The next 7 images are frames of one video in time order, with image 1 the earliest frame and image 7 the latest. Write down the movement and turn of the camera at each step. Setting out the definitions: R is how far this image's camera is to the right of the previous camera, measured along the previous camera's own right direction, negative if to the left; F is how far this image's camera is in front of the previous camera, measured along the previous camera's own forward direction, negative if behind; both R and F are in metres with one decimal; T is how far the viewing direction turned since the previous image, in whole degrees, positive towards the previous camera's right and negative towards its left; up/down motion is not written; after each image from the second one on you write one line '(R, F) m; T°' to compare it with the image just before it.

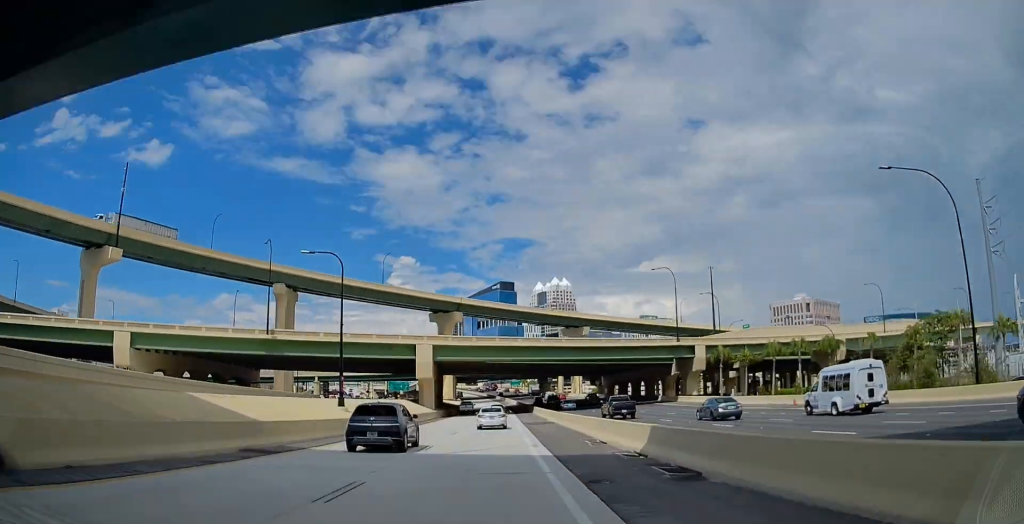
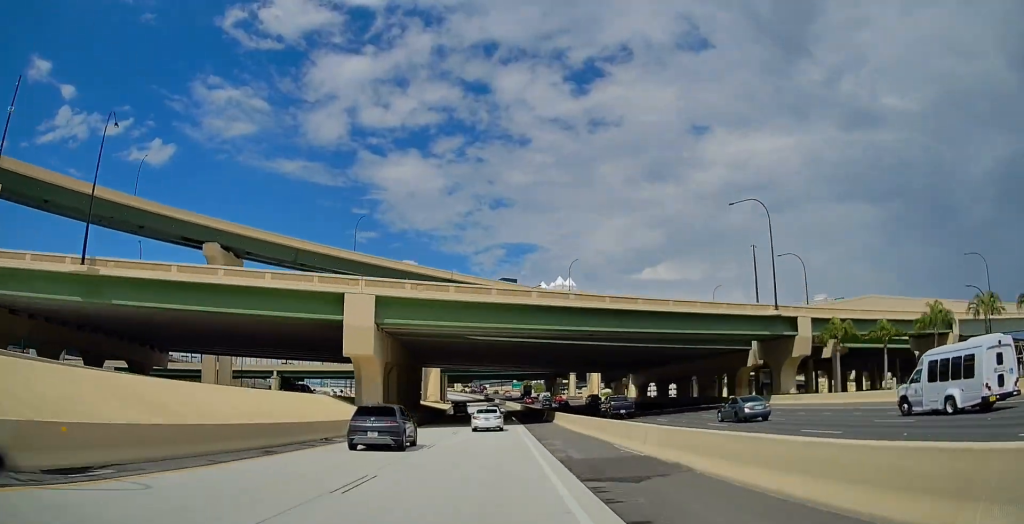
(0.0, +35.1) m; 0°
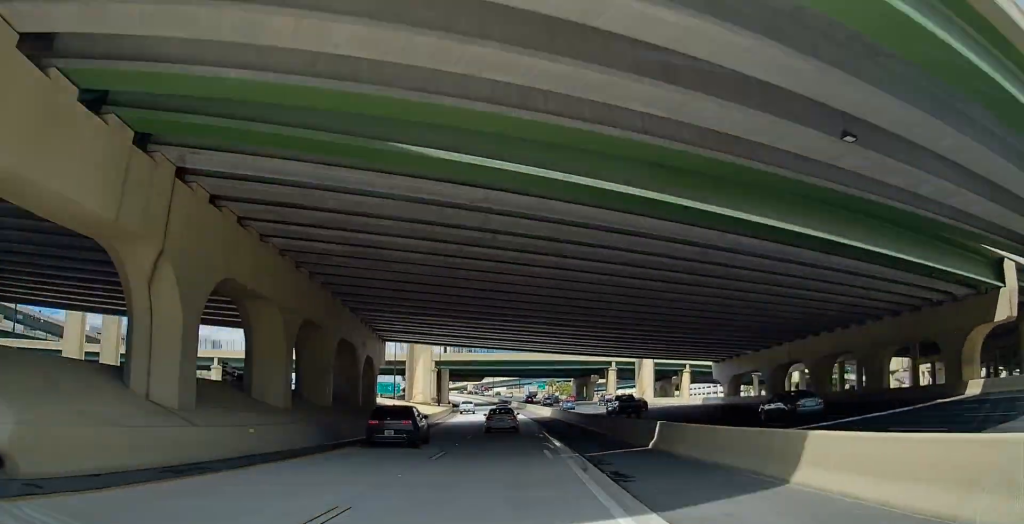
(0.0, +41.1) m; -1°
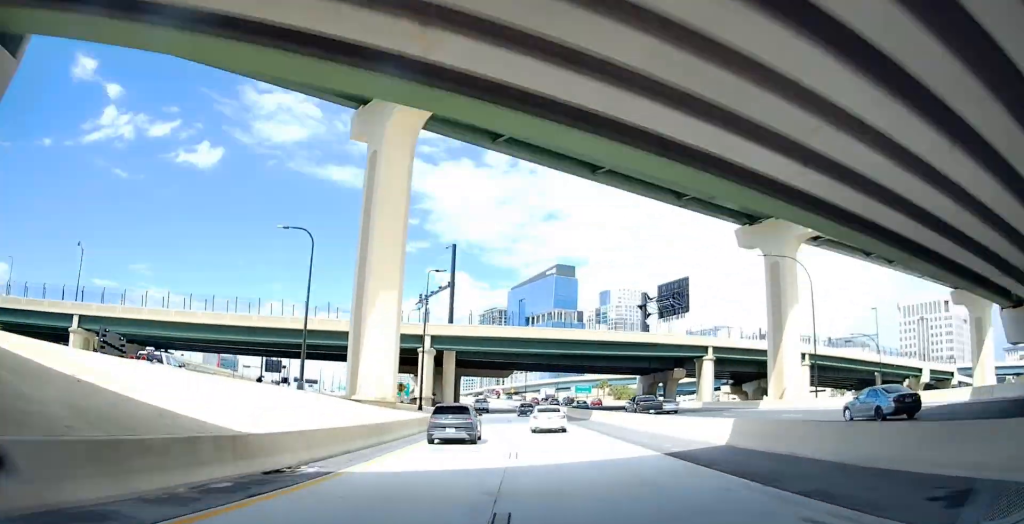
(-0.2, +49.1) m; -2°
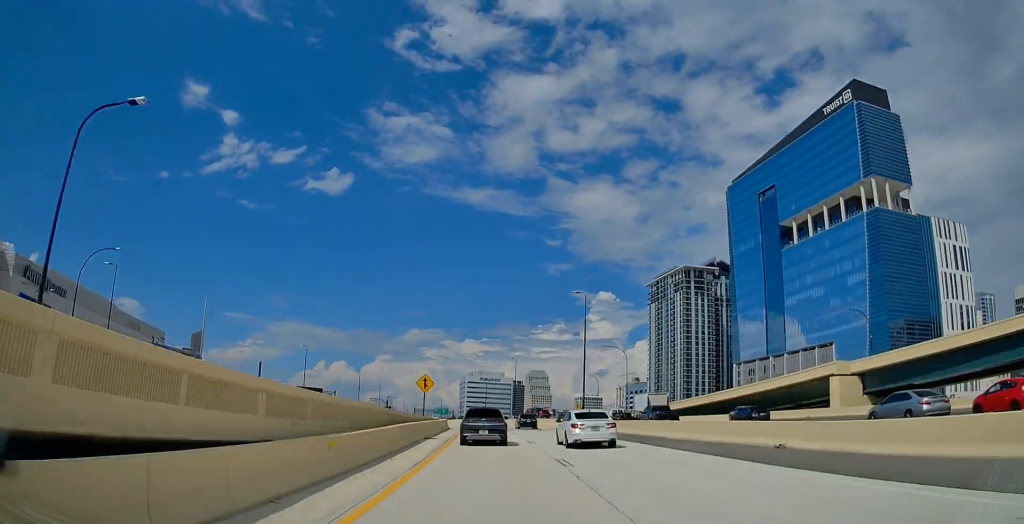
(-32.9, +253.2) m; -15°
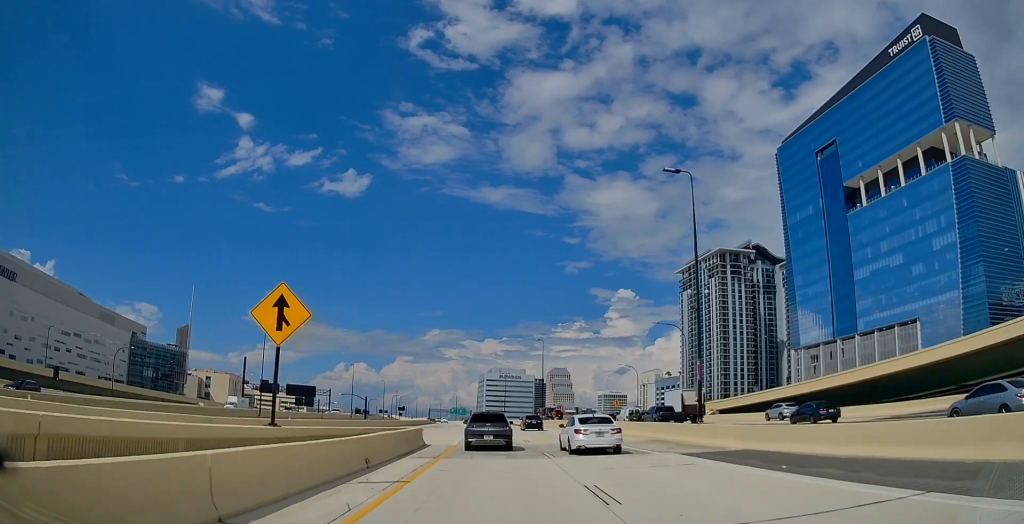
(-0.7, +30.7) m; -2°
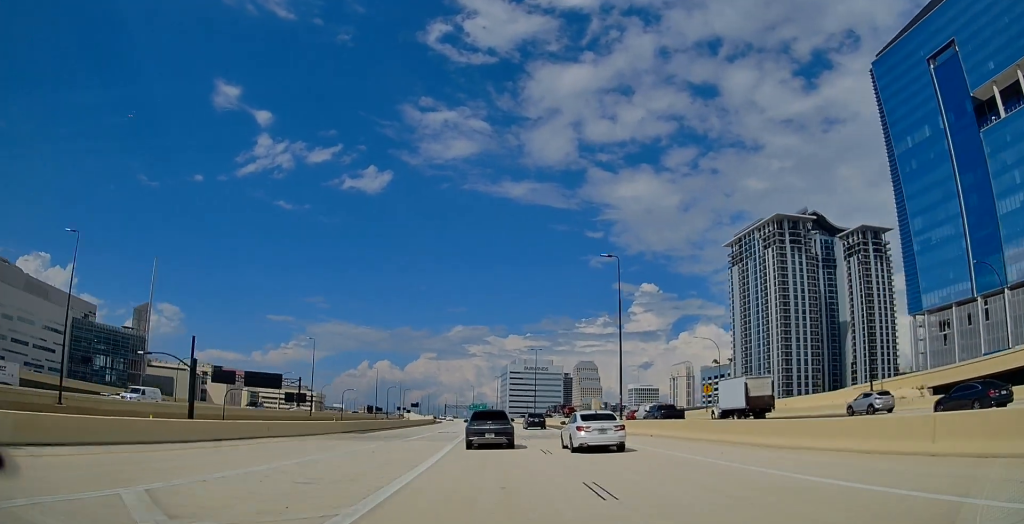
(-1.2, +49.0) m; -2°
